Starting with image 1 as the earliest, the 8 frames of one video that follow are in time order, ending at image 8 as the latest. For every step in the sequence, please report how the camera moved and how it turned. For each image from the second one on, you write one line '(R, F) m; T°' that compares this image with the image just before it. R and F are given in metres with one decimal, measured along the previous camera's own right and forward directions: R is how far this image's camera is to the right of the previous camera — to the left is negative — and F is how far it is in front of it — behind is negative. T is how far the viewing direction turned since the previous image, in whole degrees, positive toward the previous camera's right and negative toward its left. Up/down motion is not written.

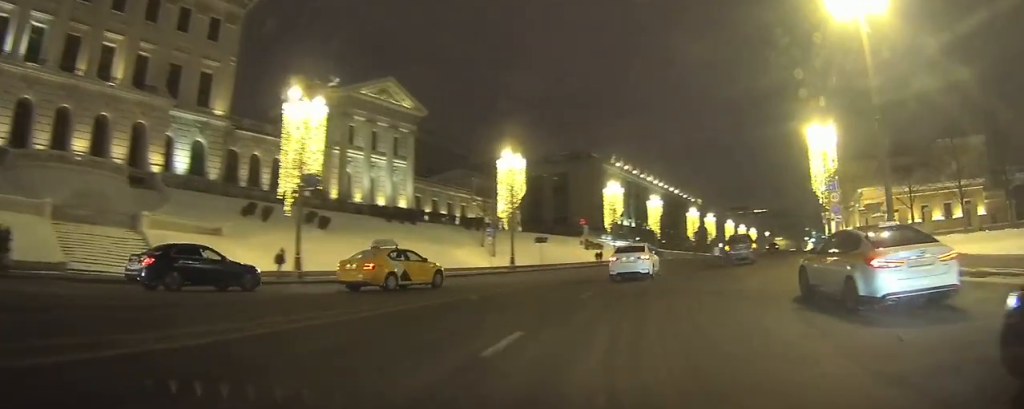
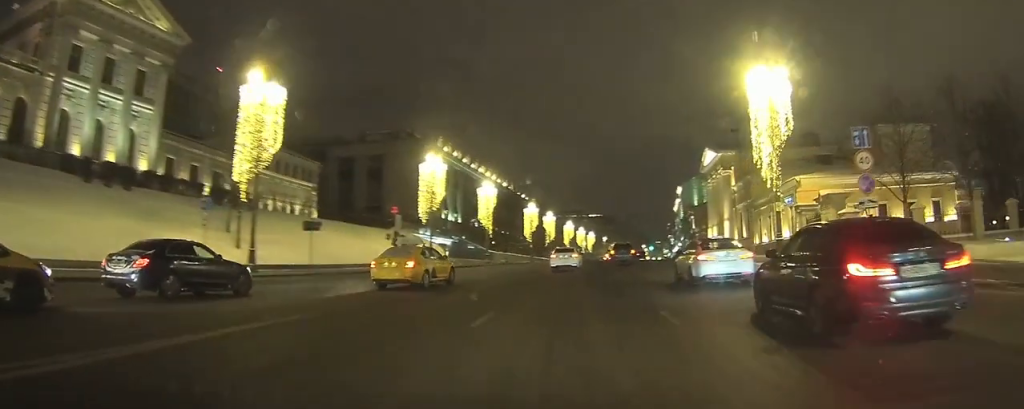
(+2.6, +16.9) m; +16°
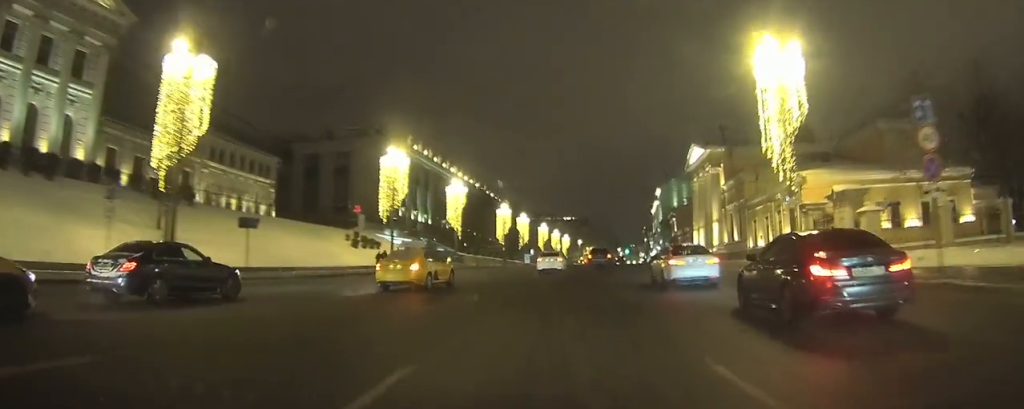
(+0.1, +4.7) m; +3°
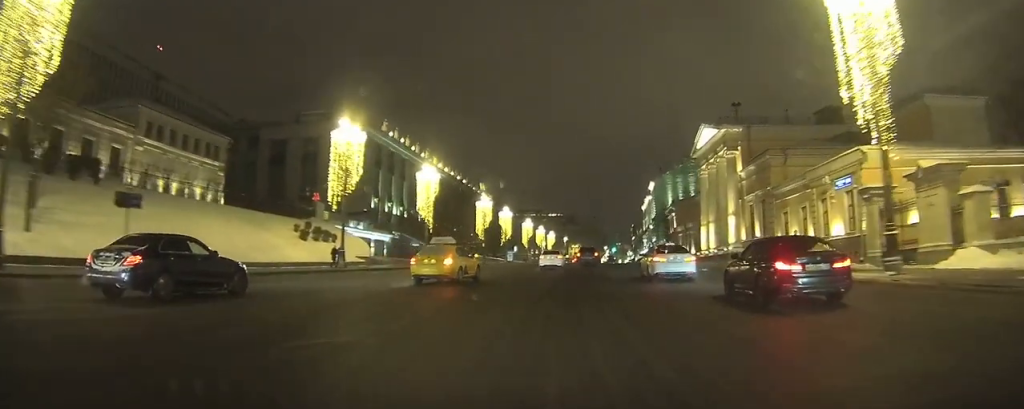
(+0.2, +9.0) m; +3°
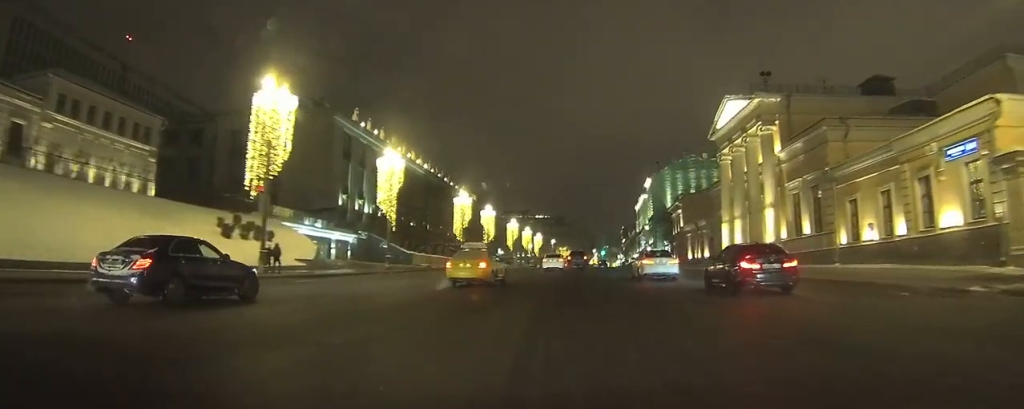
(+0.2, +10.7) m; +1°
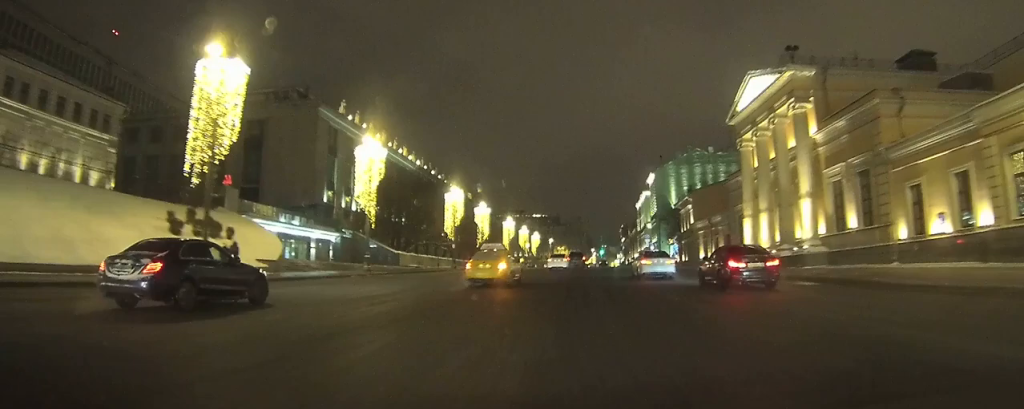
(-0.1, +5.8) m; 0°
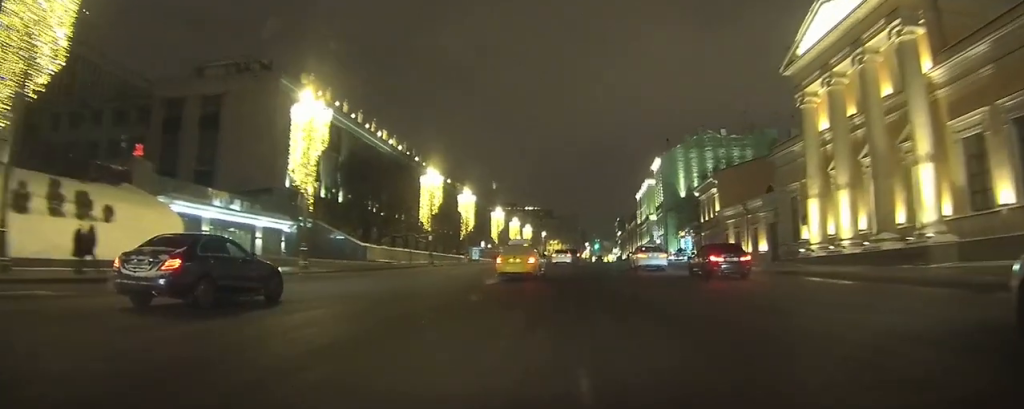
(0.0, +11.5) m; +1°
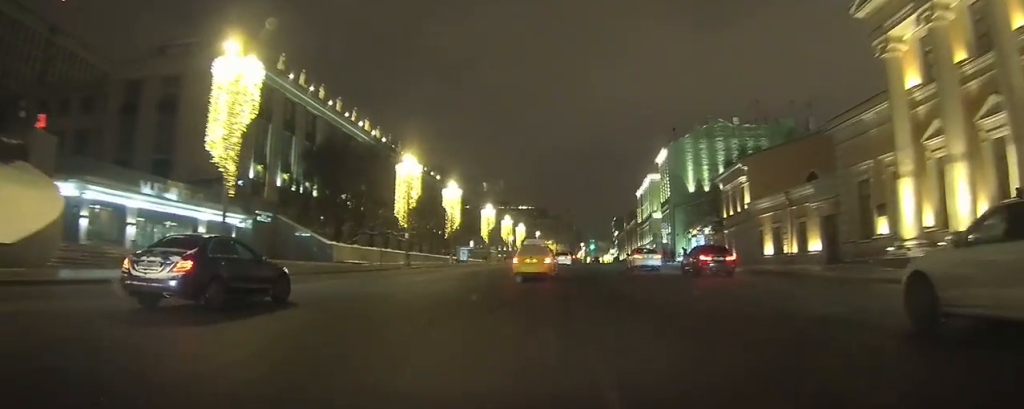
(+0.1, +8.8) m; +1°
